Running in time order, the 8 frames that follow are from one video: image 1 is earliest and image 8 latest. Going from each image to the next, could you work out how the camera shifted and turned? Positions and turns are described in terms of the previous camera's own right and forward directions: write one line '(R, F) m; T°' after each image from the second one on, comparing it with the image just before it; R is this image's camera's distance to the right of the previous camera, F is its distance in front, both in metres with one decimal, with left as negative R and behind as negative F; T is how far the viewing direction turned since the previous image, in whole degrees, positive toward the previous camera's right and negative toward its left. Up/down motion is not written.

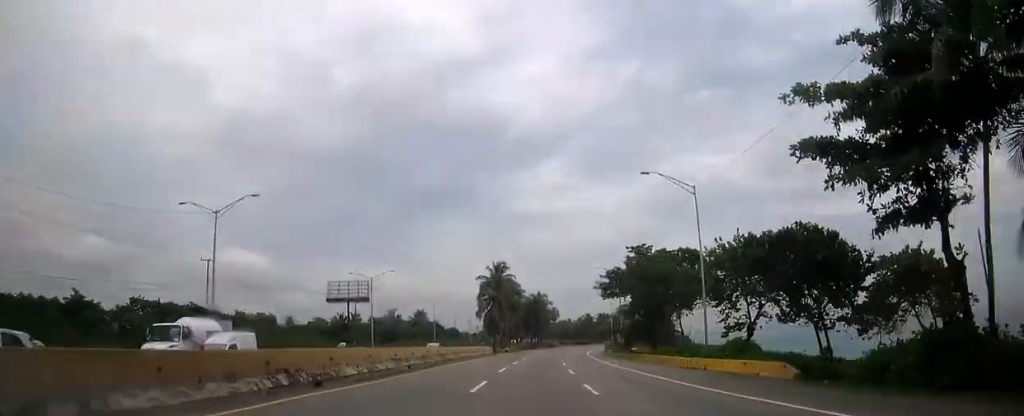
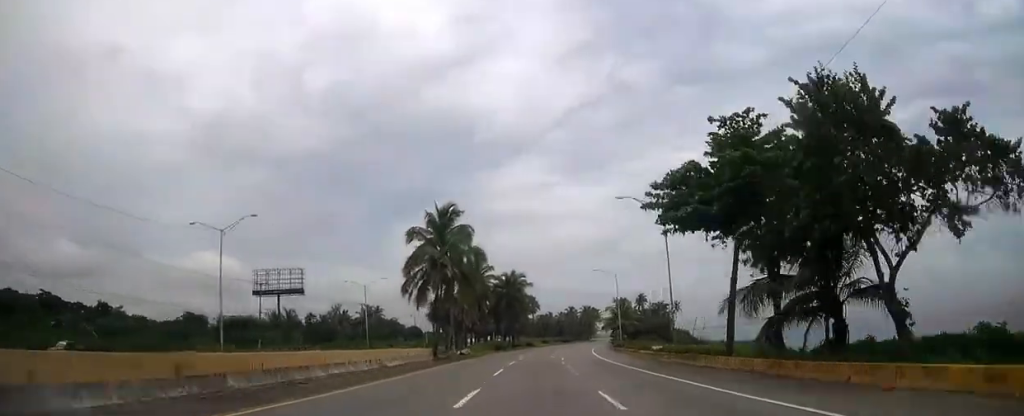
(-0.1, +42.0) m; +2°
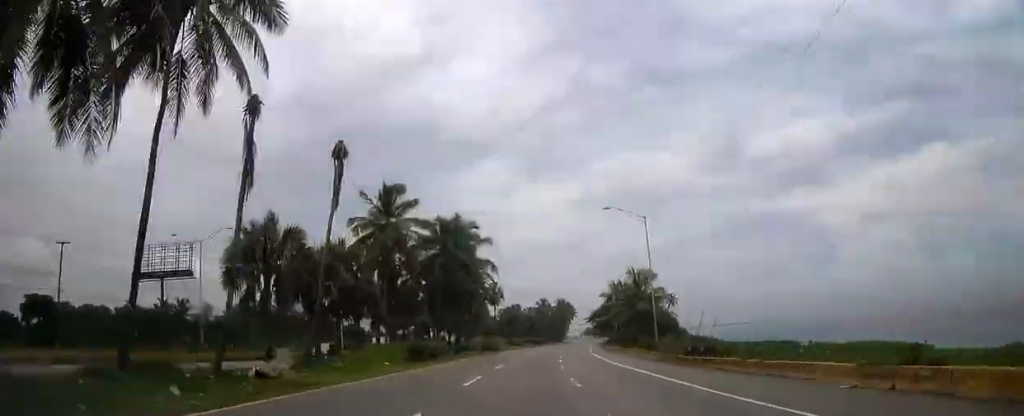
(+1.3, +44.4) m; +3°
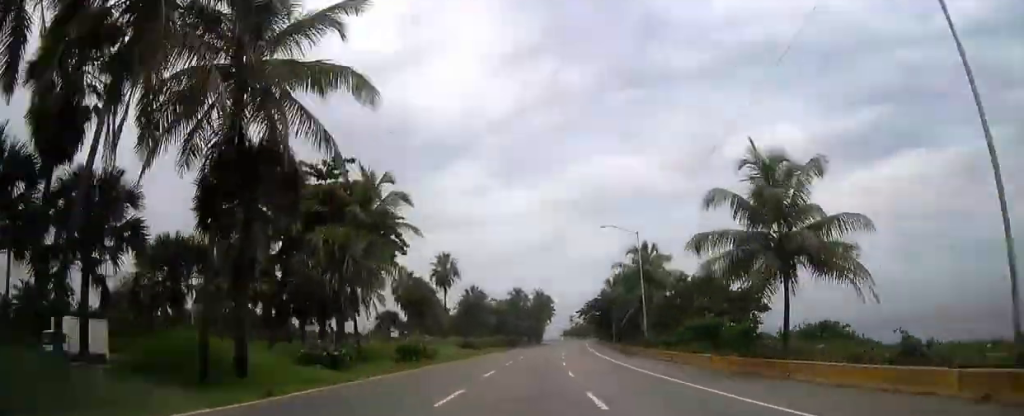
(+1.1, +42.0) m; +3°
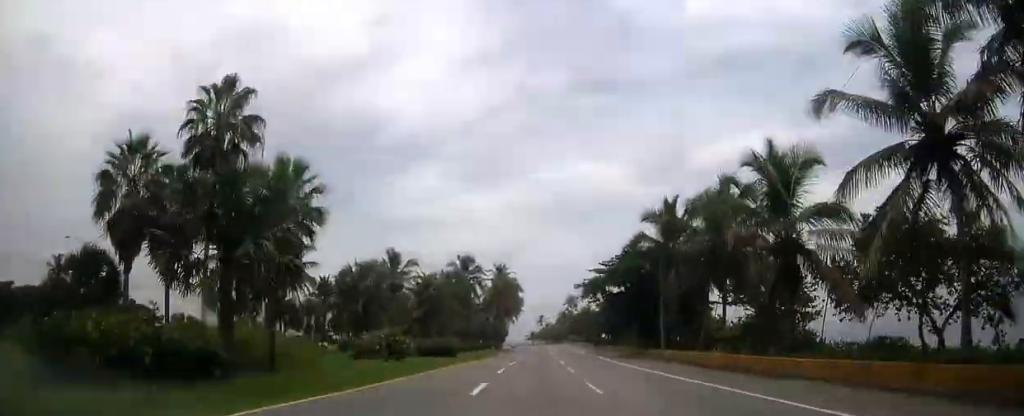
(+1.7, +59.1) m; +3°
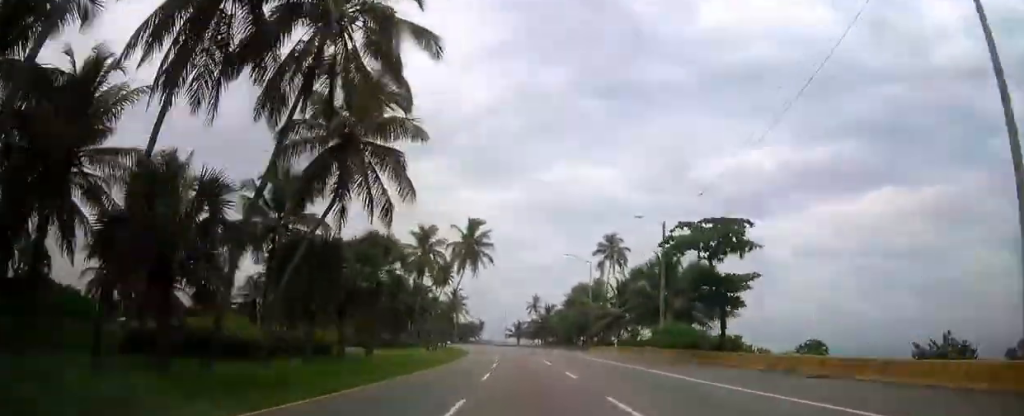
(+4.0, +121.6) m; +1°
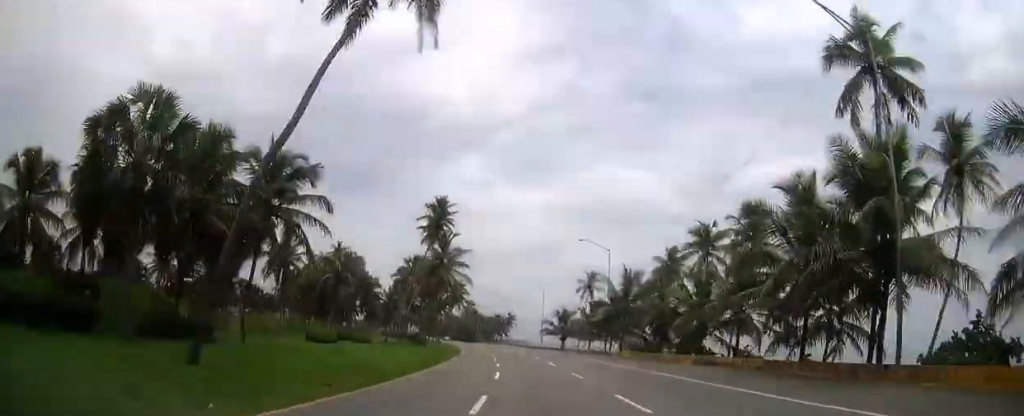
(-1.4, +62.3) m; -3°
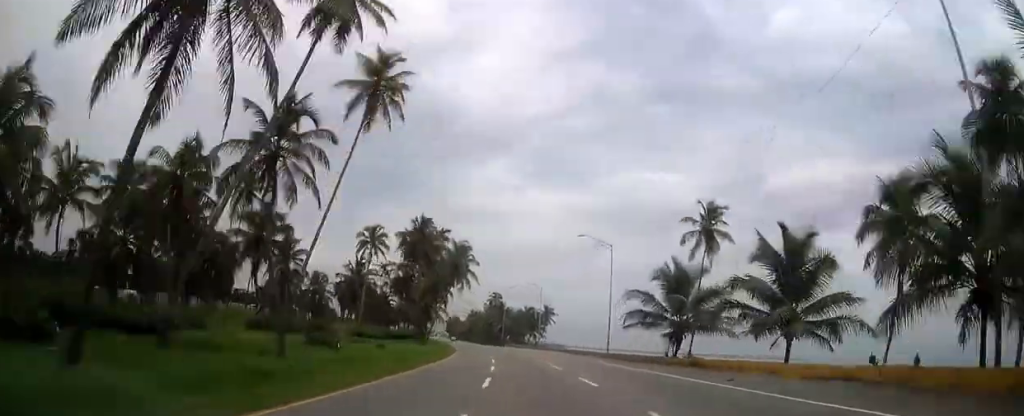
(-1.6, +54.4) m; -3°
